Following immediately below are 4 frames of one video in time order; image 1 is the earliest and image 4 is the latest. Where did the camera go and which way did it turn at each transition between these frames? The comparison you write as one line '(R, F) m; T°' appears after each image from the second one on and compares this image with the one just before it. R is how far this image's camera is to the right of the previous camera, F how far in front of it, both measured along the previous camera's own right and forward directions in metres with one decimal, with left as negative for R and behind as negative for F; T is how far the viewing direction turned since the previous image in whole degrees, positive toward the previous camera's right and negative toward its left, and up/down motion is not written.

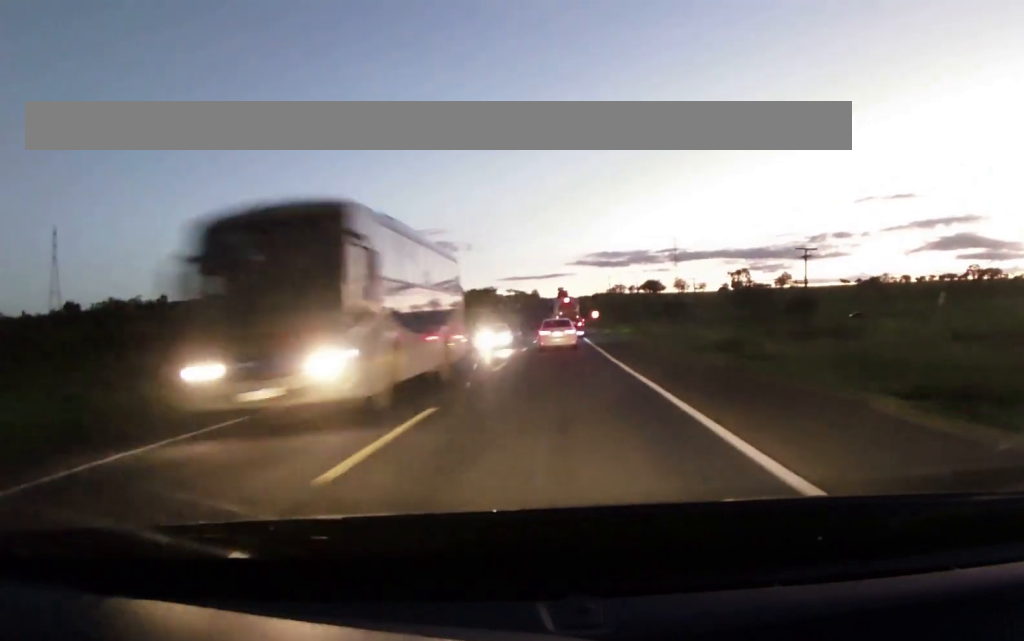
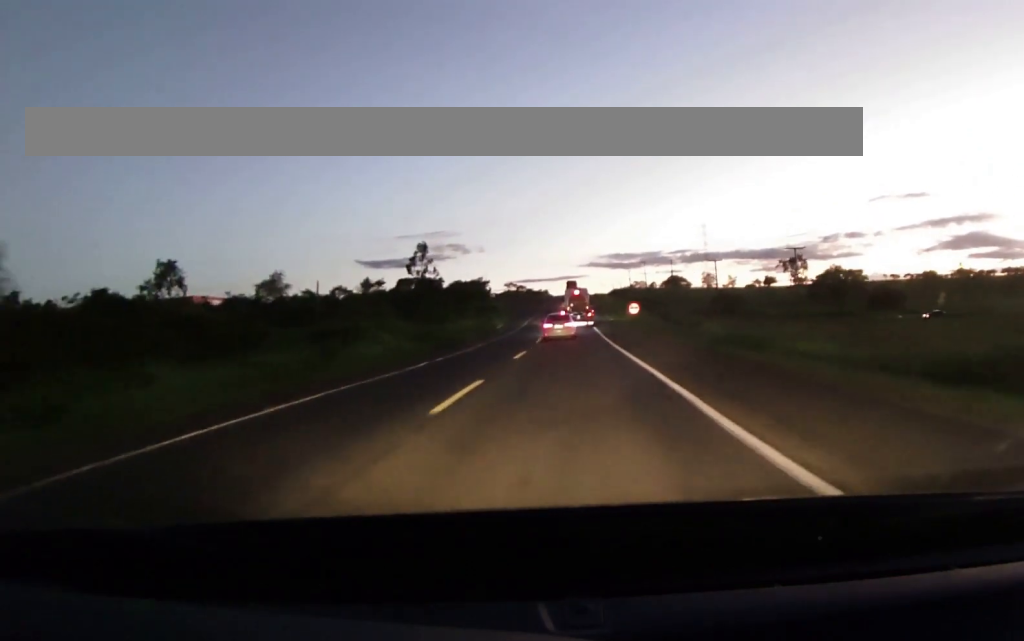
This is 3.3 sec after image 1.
(+0.1, +58.1) m; -1°
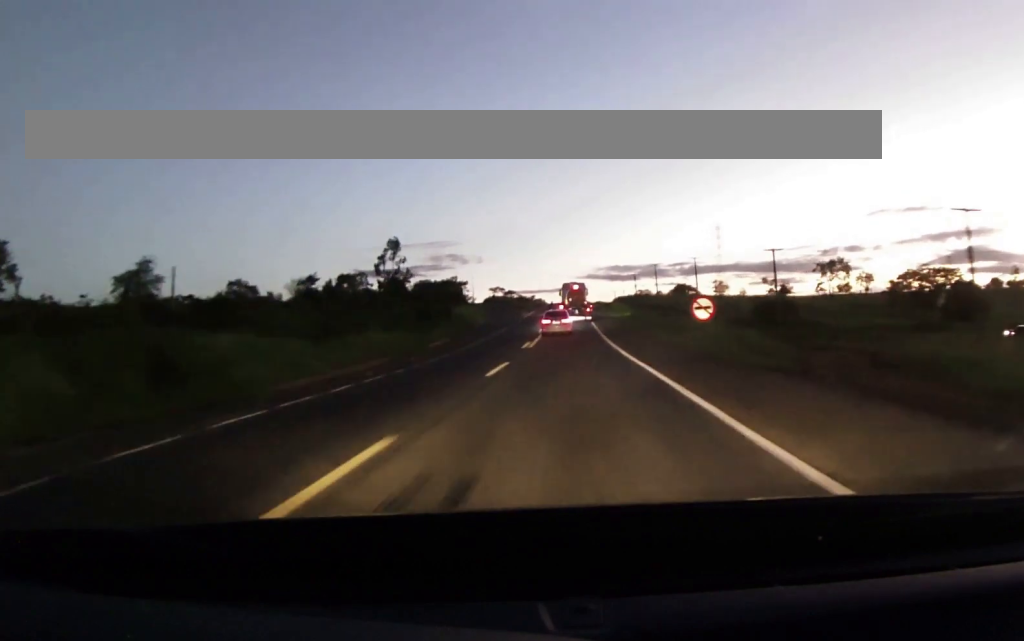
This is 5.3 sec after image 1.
(+0.3, +38.3) m; 0°
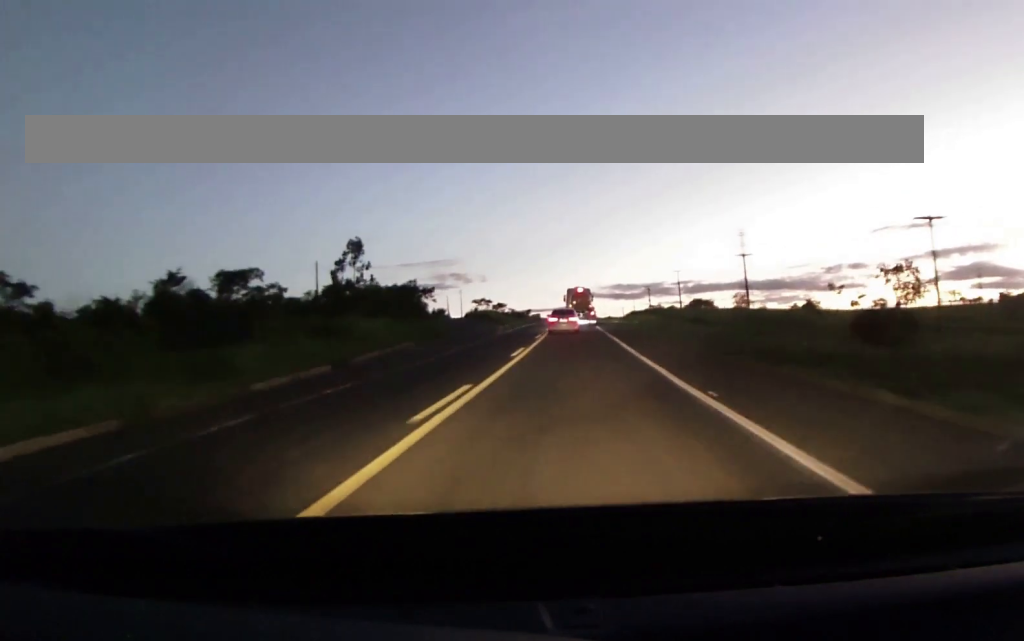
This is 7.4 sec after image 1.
(+0.1, +41.1) m; +1°
